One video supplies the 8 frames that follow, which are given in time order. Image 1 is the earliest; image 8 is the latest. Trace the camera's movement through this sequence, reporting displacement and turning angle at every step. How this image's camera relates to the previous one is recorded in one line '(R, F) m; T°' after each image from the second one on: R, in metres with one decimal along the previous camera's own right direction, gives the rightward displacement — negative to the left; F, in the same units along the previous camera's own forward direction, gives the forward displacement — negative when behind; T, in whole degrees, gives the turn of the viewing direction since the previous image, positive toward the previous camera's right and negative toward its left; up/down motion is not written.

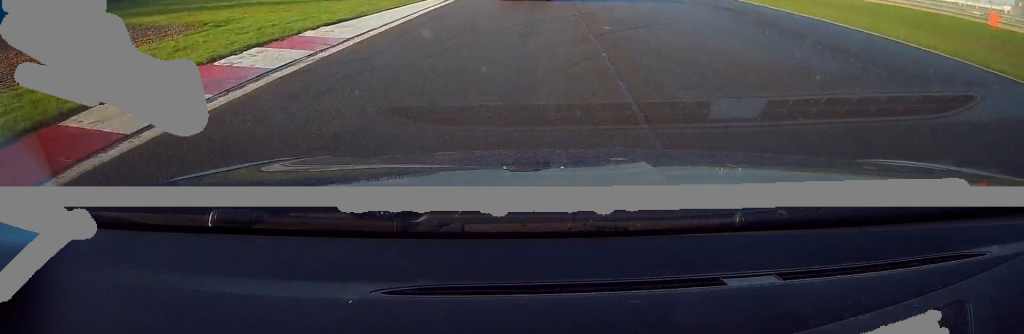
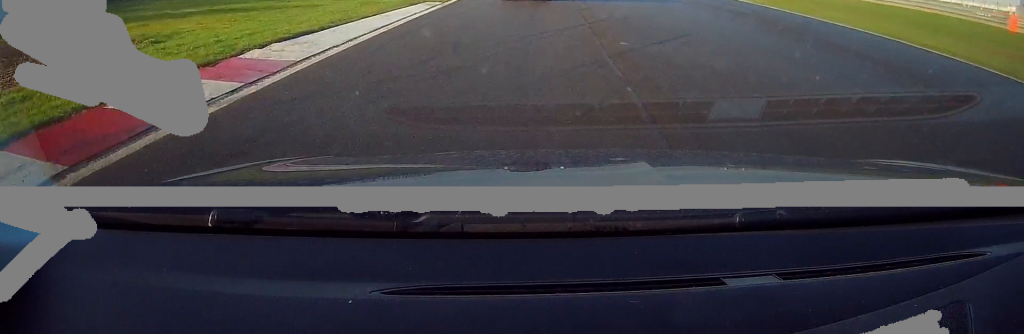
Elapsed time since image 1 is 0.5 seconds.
(0.0, +2.5) m; 0°
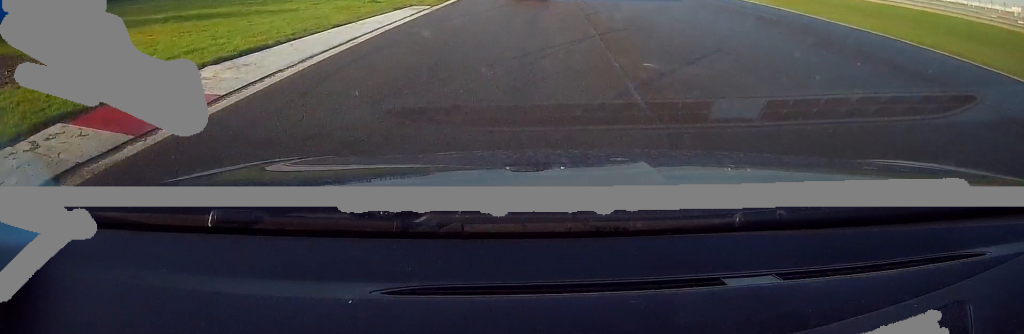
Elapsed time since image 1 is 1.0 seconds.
(0.0, +2.3) m; 0°
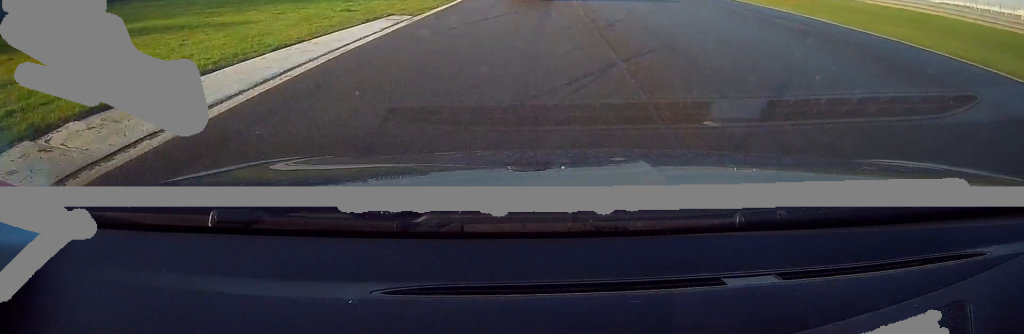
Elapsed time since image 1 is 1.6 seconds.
(0.0, +3.1) m; 0°
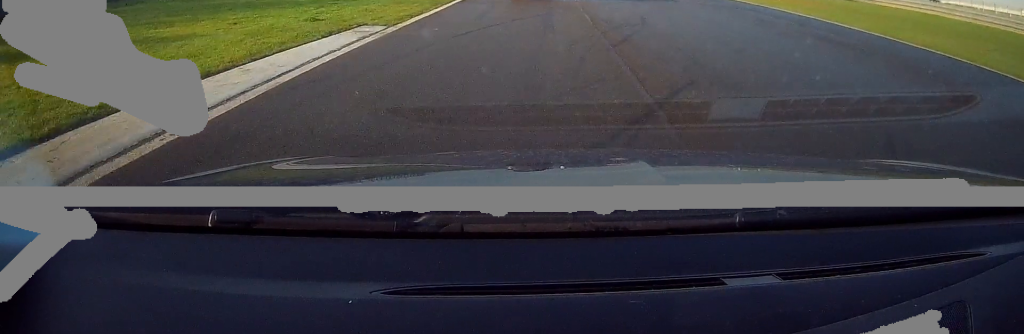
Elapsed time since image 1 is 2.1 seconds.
(0.0, +2.6) m; 0°
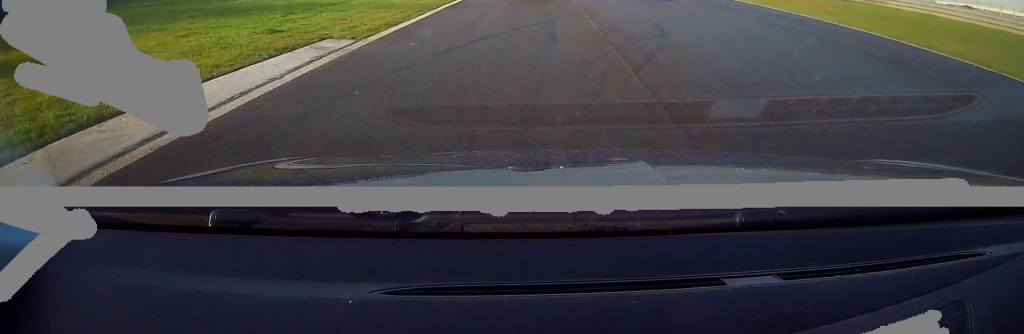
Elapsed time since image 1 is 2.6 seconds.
(0.0, +2.3) m; 0°
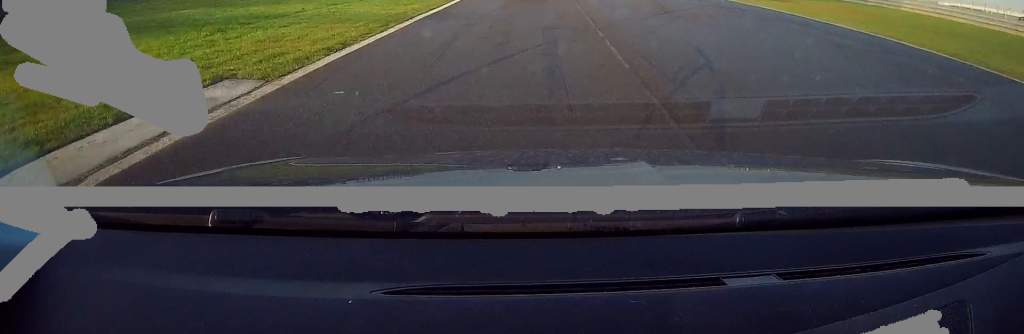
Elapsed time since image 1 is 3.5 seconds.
(0.0, +3.7) m; 0°
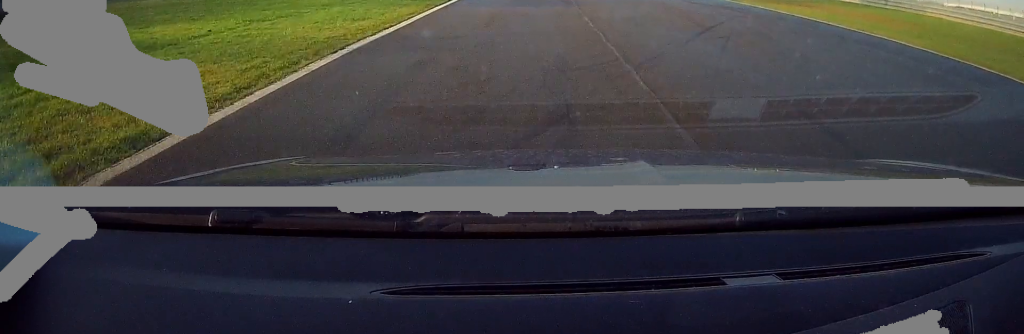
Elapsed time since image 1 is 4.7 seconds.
(0.0, +5.1) m; 0°
